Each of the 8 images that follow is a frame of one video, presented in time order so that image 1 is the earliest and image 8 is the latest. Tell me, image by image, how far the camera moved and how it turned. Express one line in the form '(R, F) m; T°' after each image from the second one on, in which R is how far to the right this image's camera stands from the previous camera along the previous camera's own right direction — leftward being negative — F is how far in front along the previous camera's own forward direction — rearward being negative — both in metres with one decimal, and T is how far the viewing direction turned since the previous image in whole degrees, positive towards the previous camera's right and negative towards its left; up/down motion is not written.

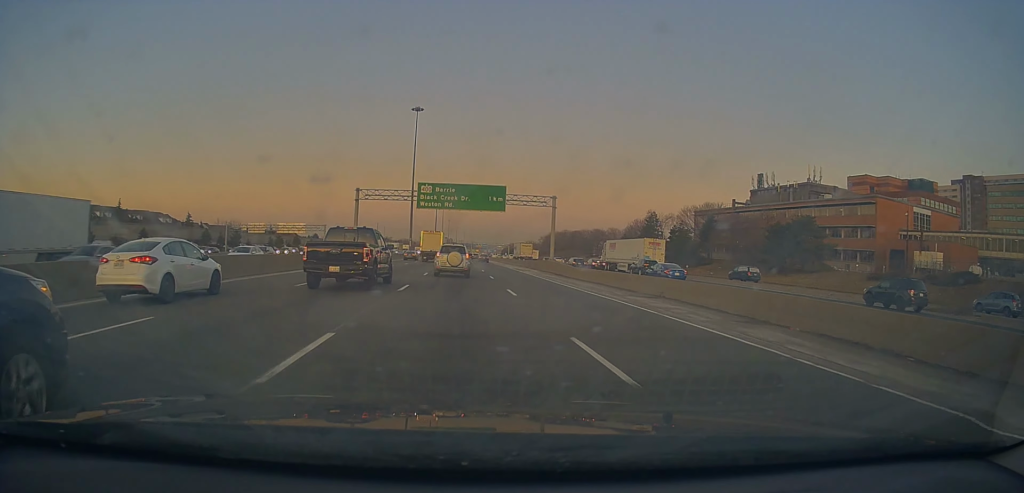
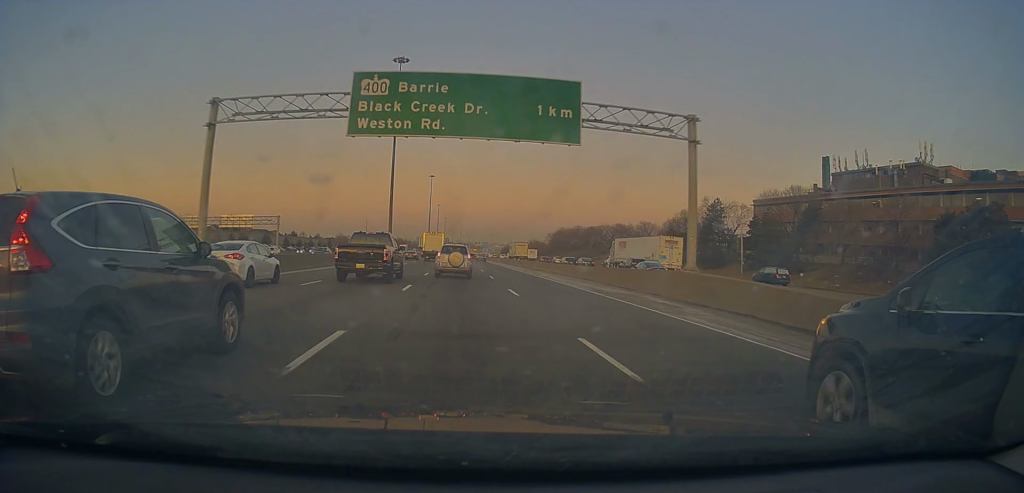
(-0.2, +36.2) m; +1°
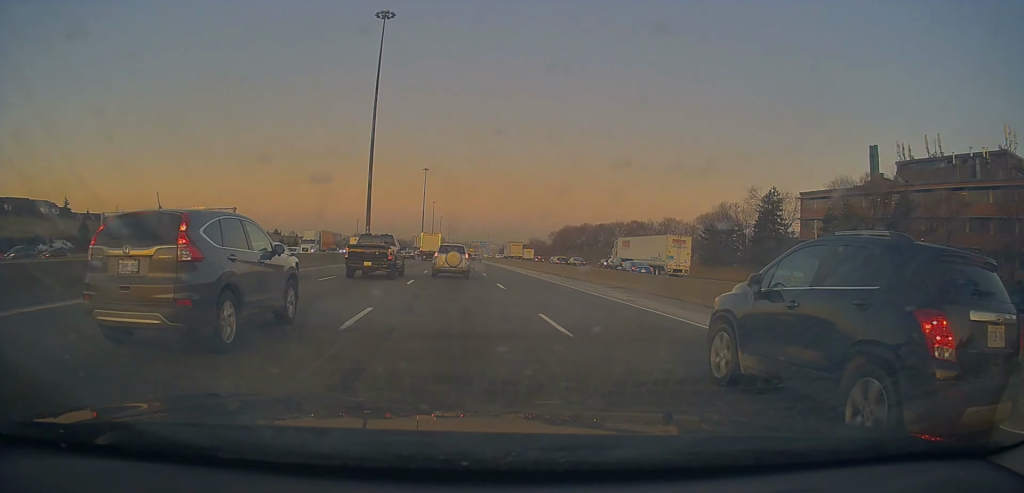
(+0.2, +21.1) m; +1°
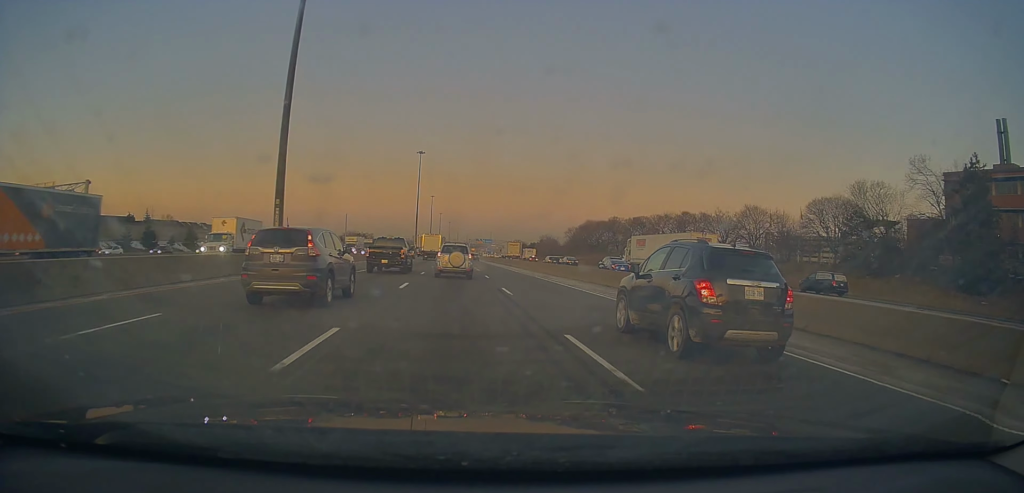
(0.0, +40.1) m; 0°
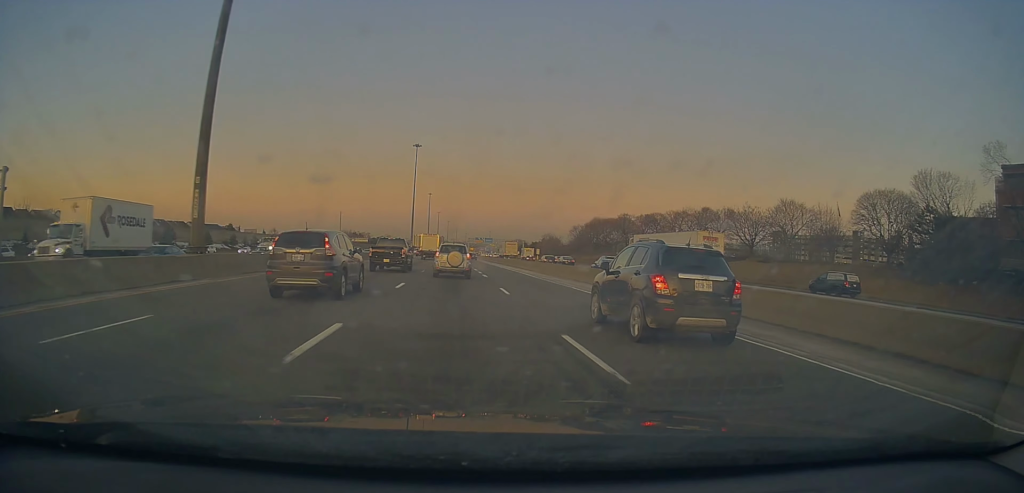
(-0.1, +12.3) m; 0°
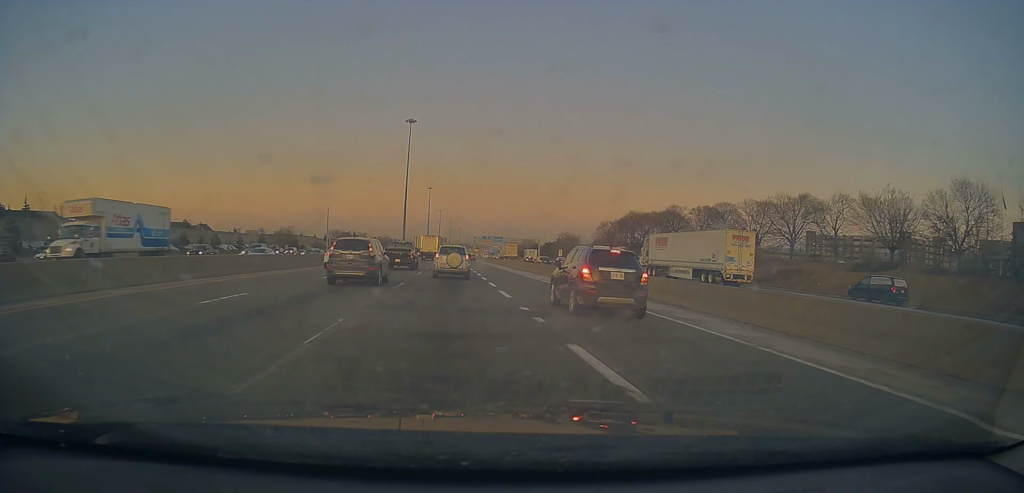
(+0.5, +37.4) m; 0°
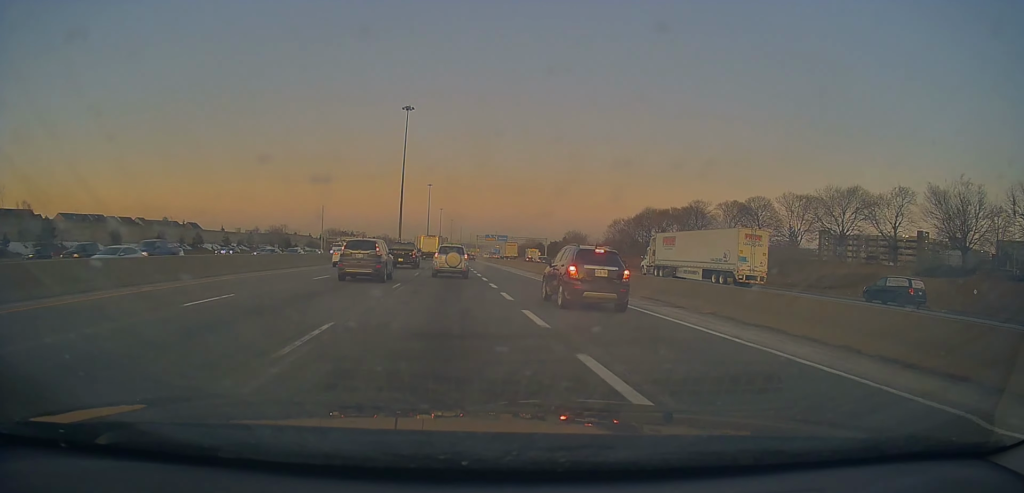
(-0.3, +12.9) m; -1°
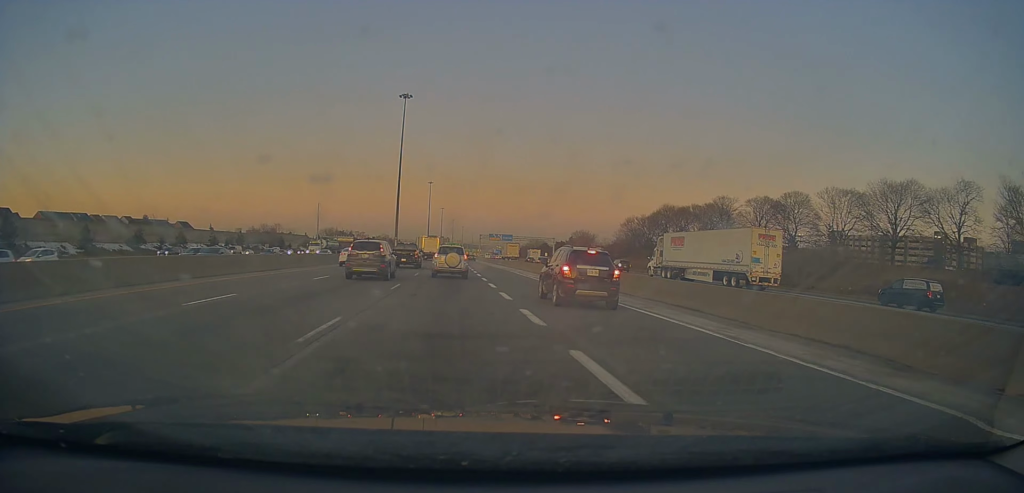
(-0.2, +11.3) m; -1°
